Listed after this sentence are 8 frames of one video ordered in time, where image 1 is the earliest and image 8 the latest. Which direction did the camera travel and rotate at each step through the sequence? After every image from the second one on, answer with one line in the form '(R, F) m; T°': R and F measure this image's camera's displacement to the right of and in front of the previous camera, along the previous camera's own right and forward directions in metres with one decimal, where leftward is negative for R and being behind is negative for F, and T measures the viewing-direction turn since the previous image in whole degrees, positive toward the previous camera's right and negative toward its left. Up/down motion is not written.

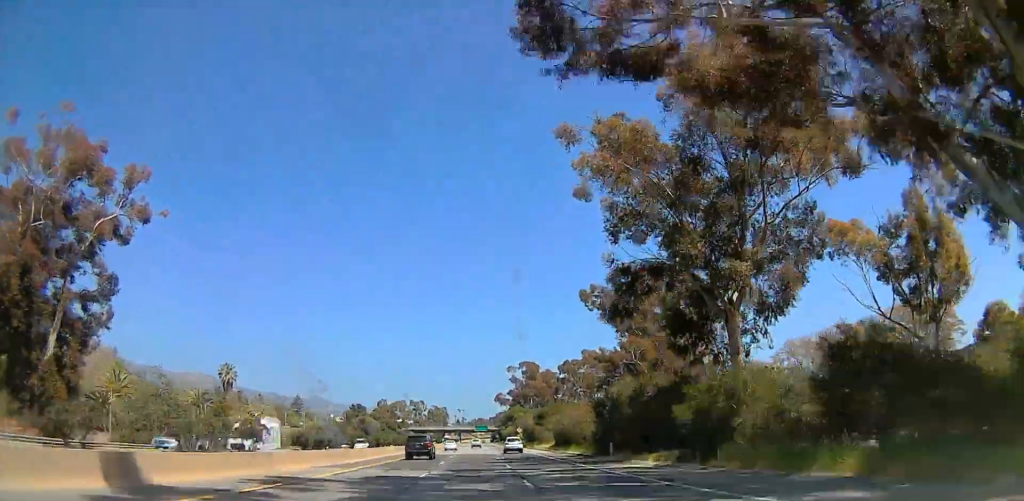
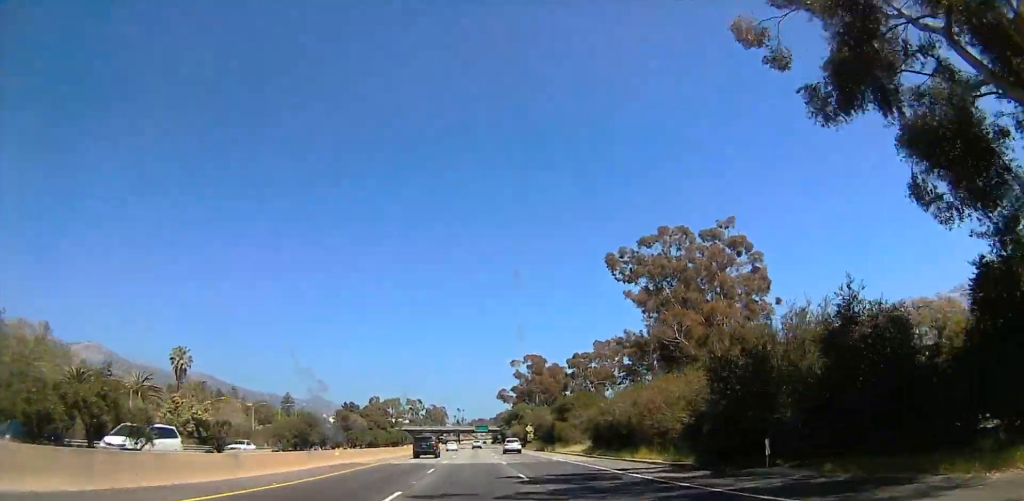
(0.0, +23.6) m; 0°
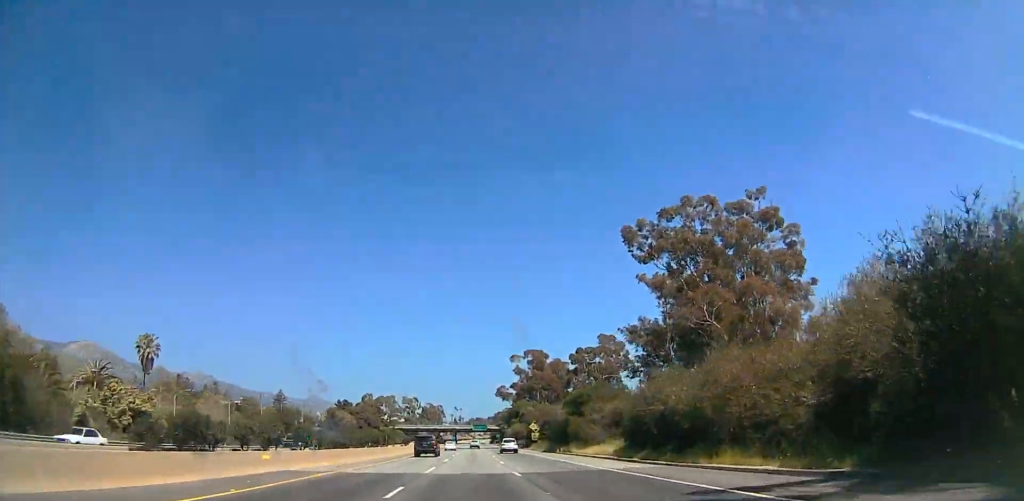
(0.0, +12.0) m; 0°
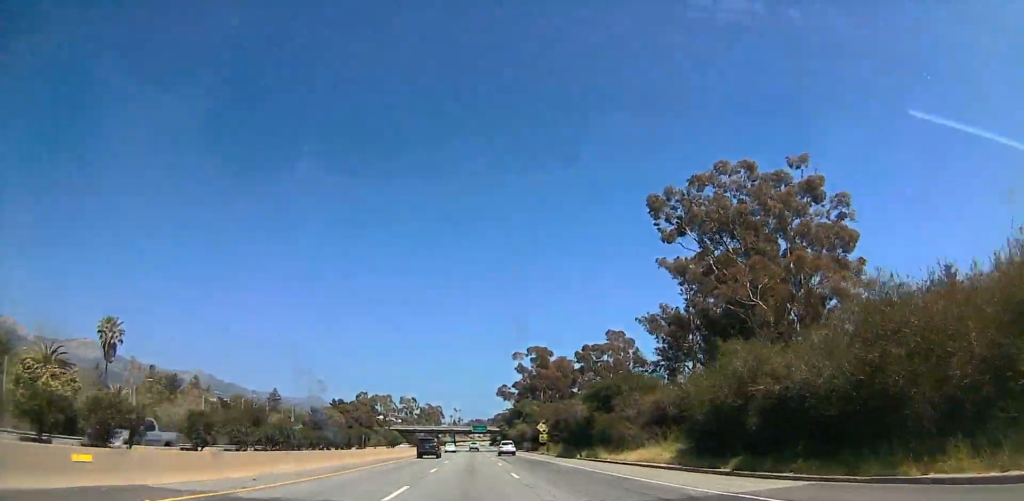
(0.0, +11.7) m; -1°
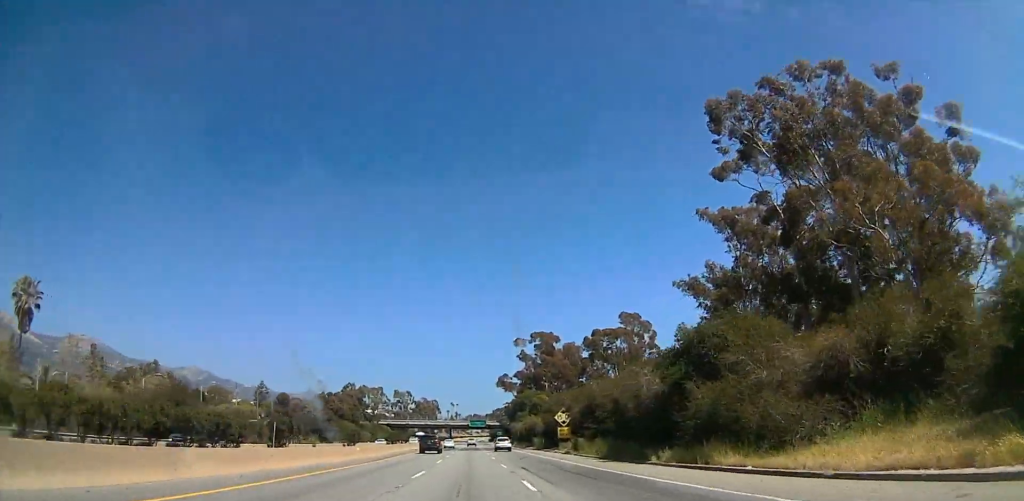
(0.0, +19.7) m; -1°
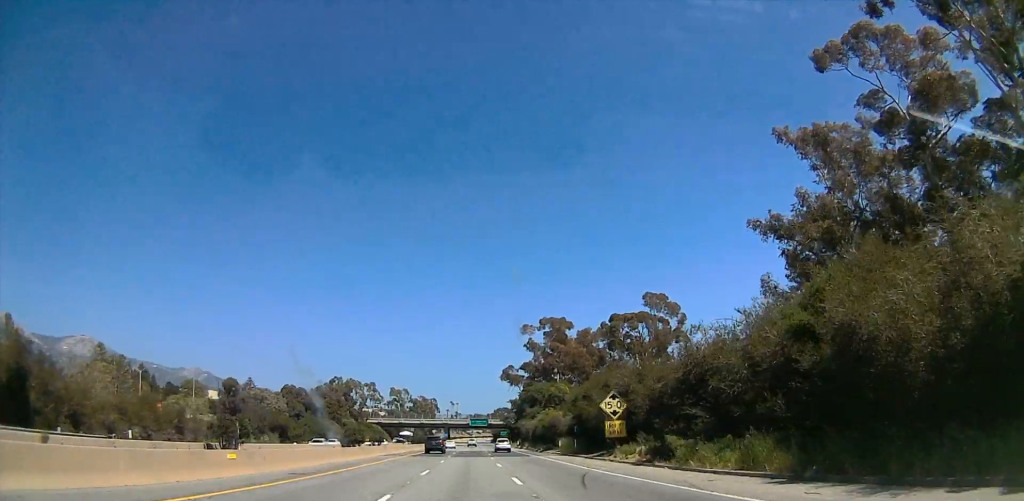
(-0.5, +21.5) m; 0°
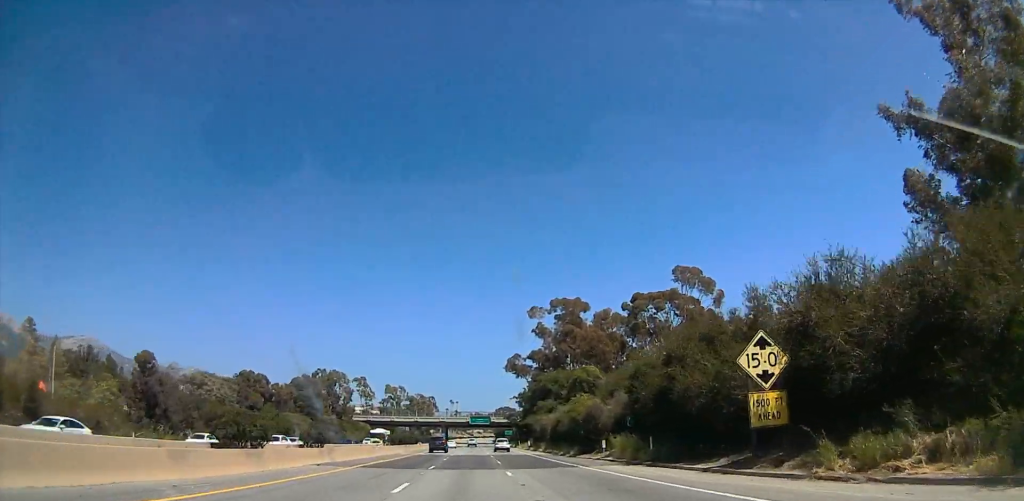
(+0.4, +21.7) m; +2°
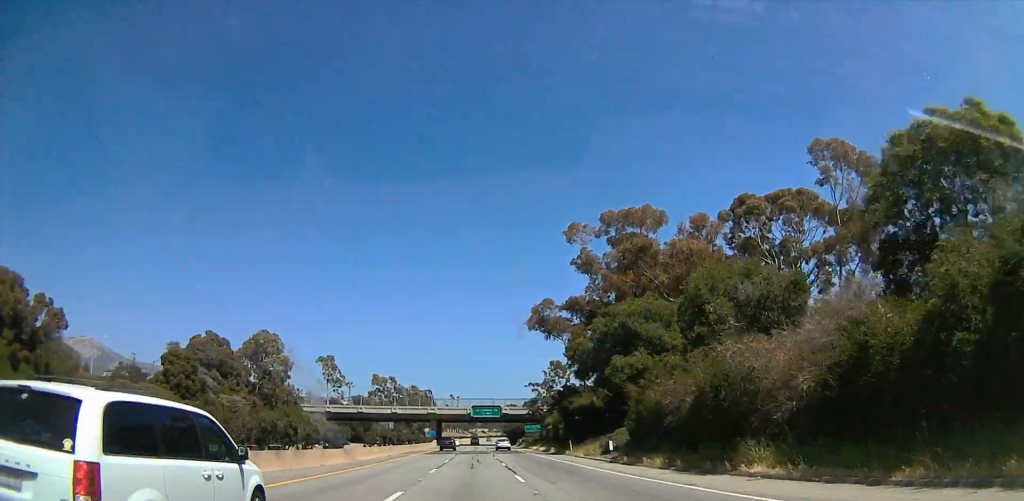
(-0.3, +60.8) m; -3°
